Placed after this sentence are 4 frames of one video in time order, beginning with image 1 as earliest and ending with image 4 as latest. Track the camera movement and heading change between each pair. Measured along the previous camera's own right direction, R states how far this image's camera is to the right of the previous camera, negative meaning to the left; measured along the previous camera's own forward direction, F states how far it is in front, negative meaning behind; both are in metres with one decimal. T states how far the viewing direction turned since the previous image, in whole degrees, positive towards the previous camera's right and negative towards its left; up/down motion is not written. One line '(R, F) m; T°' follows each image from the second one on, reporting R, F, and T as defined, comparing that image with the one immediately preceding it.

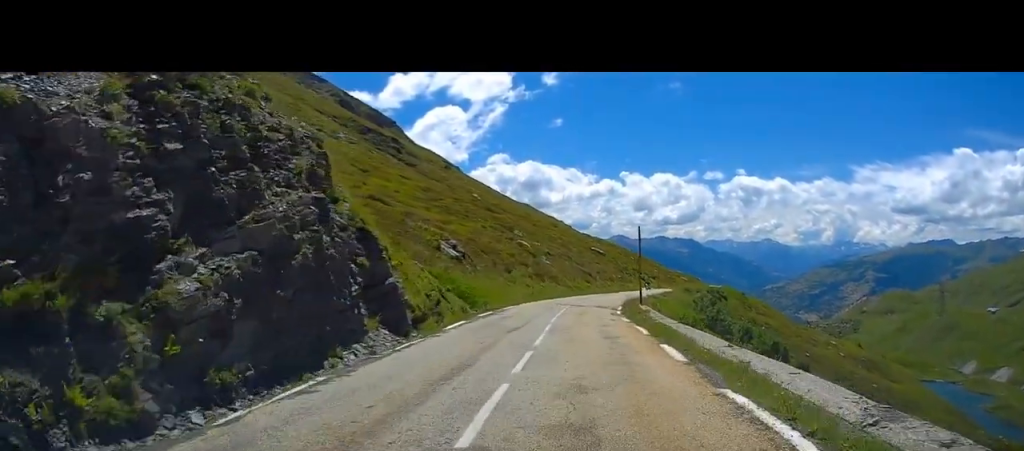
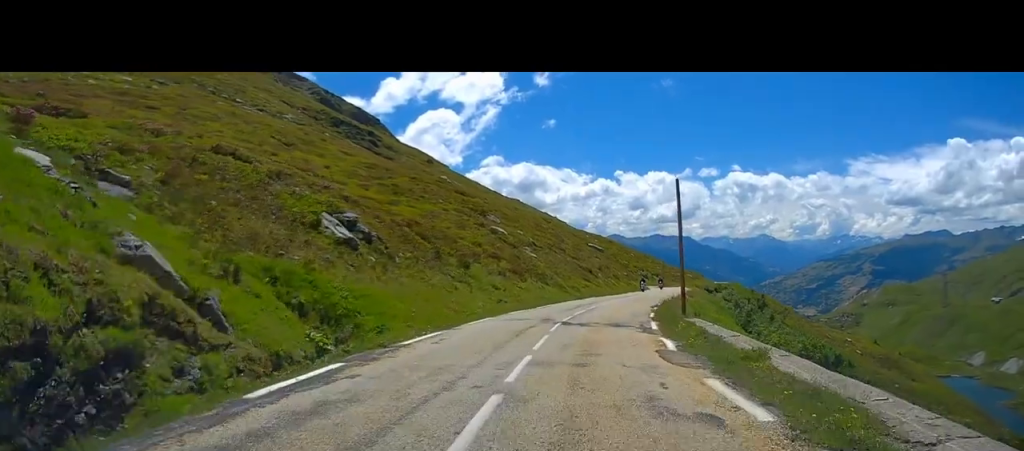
(+0.7, +15.9) m; +4°
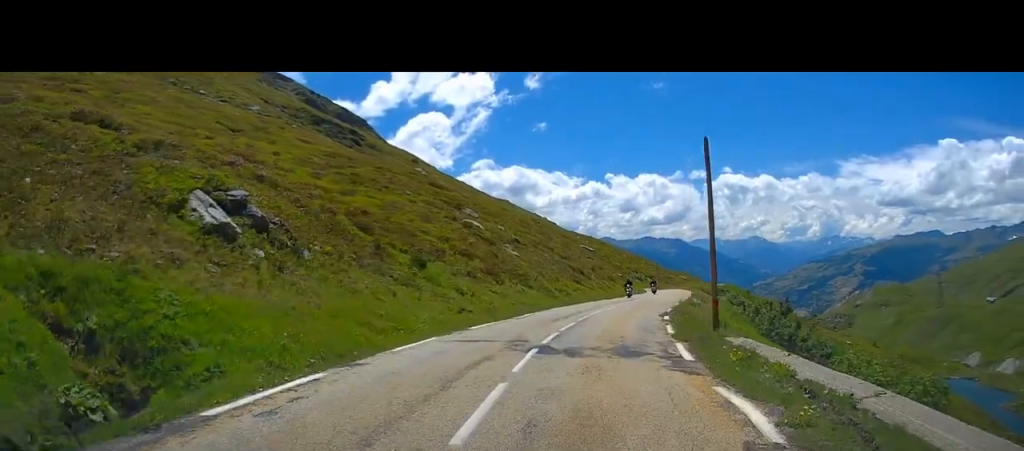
(+0.1, +6.7) m; +1°
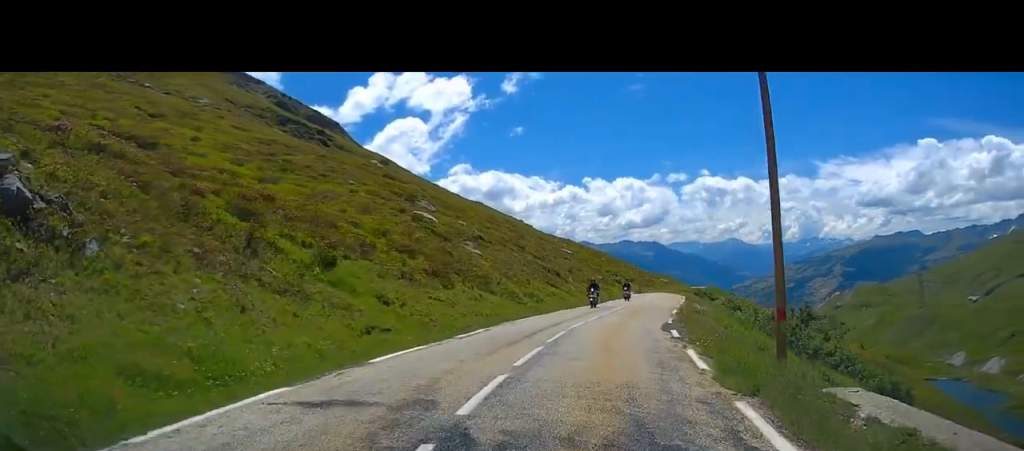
(0.0, +7.3) m; +1°
